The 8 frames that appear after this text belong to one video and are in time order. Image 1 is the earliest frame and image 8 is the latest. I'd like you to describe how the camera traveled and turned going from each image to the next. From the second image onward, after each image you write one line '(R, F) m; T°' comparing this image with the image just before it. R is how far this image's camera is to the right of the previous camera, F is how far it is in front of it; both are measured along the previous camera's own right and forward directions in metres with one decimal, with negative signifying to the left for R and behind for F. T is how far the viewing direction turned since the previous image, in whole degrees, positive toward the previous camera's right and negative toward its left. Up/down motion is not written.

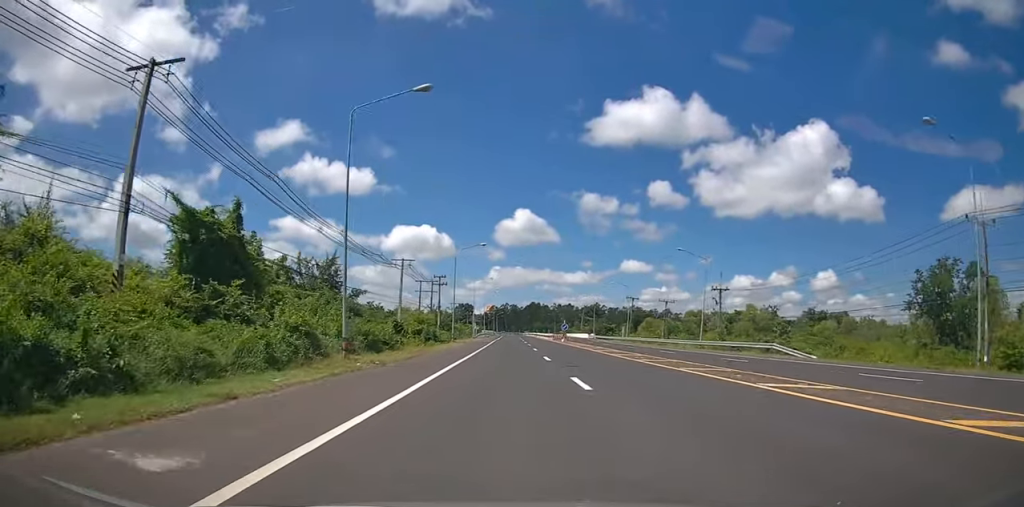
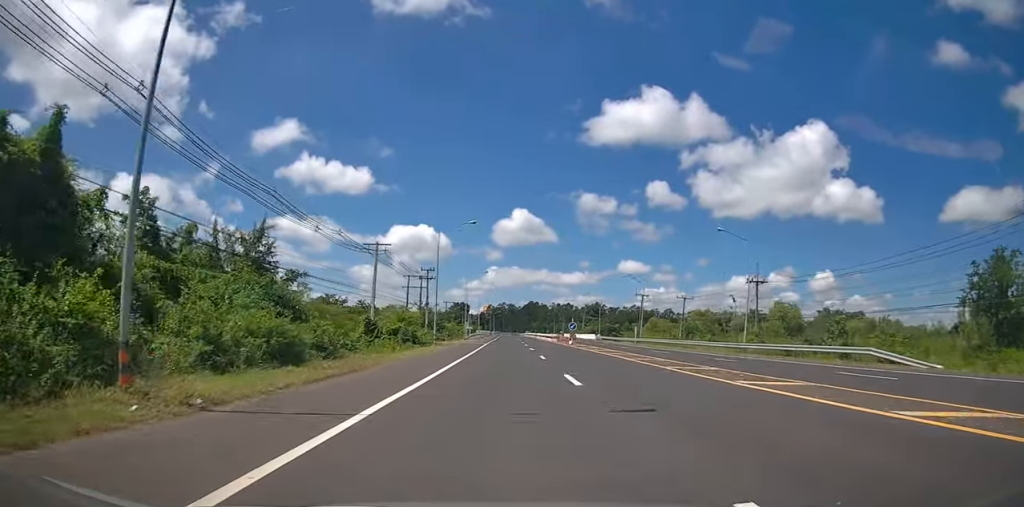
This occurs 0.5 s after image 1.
(0.0, +11.0) m; 0°
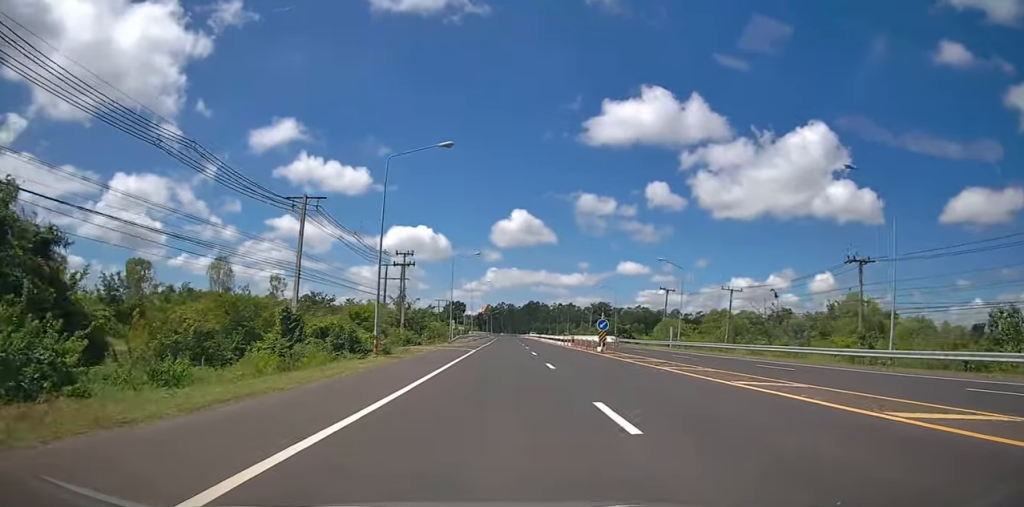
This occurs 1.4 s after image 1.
(0.0, +18.0) m; 0°
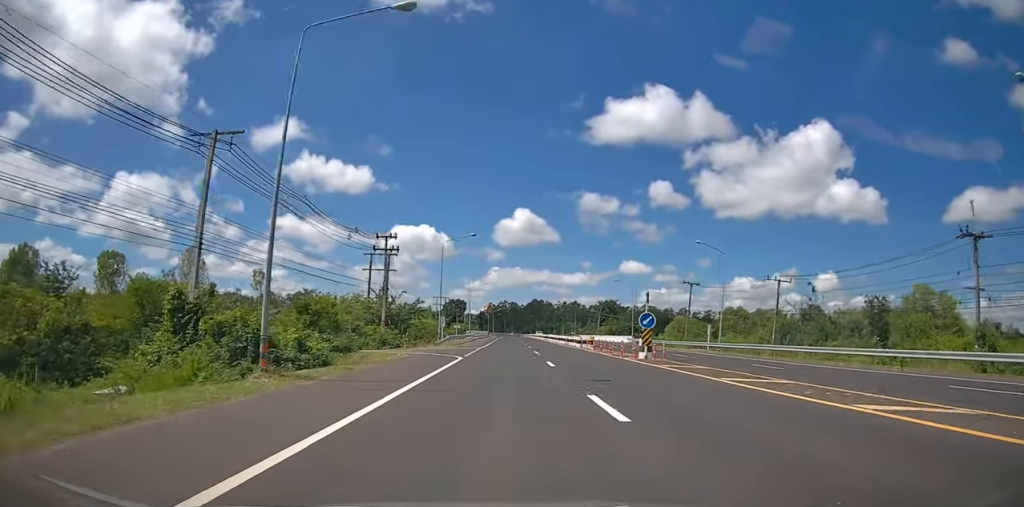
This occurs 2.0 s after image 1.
(0.0, +11.1) m; 0°
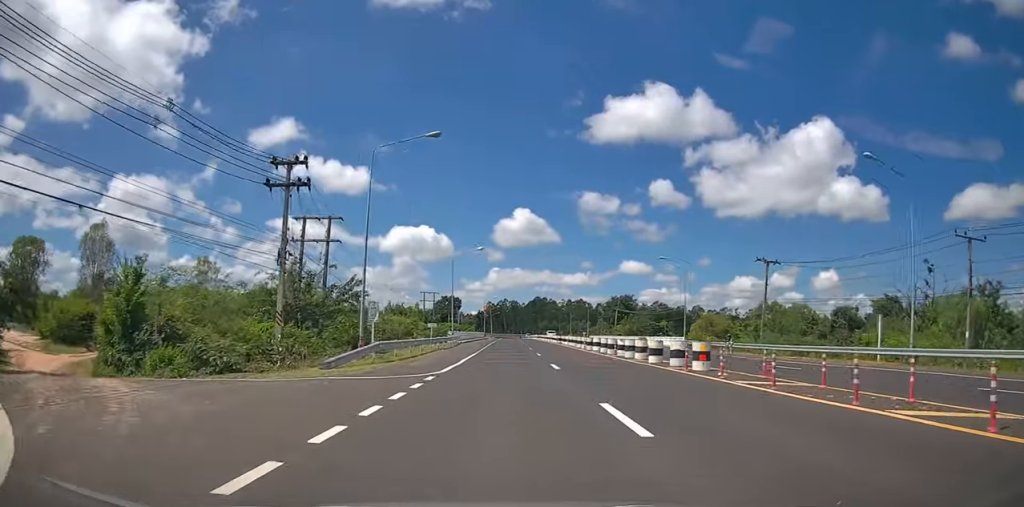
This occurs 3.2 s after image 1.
(0.0, +24.9) m; 0°
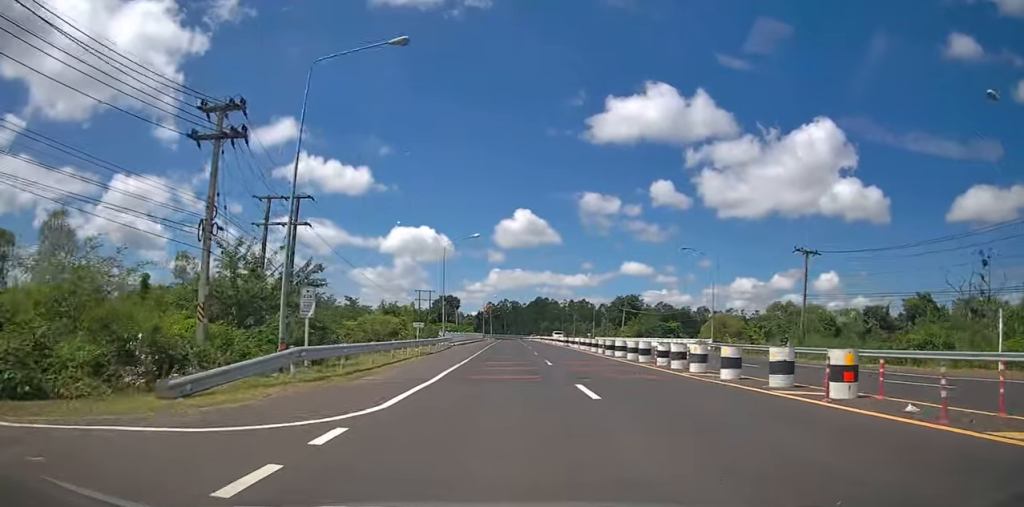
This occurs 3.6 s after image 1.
(0.0, +8.1) m; 0°
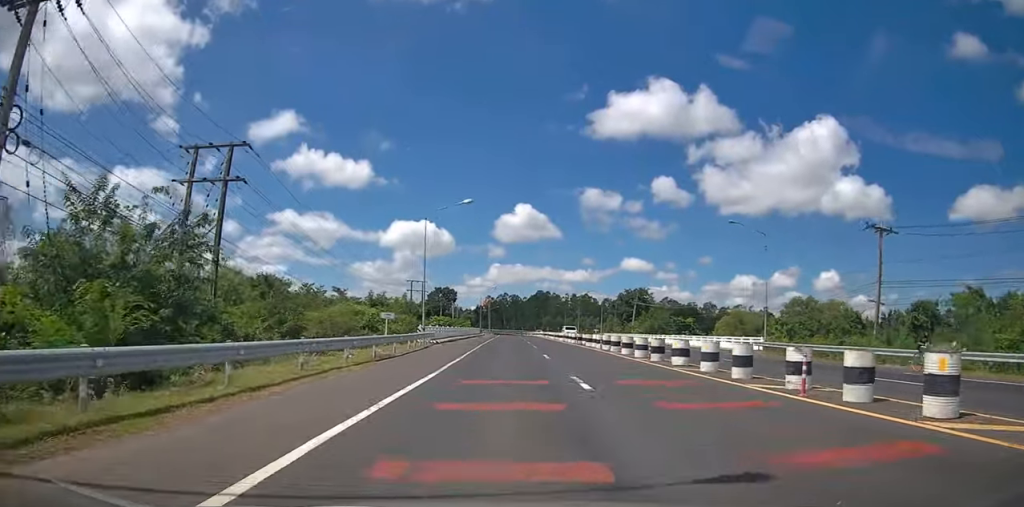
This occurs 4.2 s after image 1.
(0.0, +11.0) m; 0°
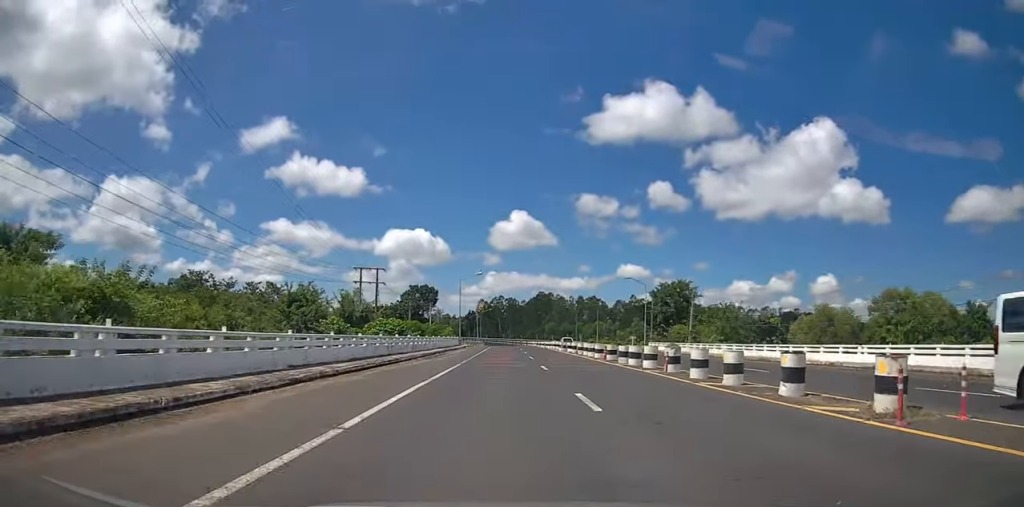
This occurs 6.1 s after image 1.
(0.0, +39.1) m; 0°
